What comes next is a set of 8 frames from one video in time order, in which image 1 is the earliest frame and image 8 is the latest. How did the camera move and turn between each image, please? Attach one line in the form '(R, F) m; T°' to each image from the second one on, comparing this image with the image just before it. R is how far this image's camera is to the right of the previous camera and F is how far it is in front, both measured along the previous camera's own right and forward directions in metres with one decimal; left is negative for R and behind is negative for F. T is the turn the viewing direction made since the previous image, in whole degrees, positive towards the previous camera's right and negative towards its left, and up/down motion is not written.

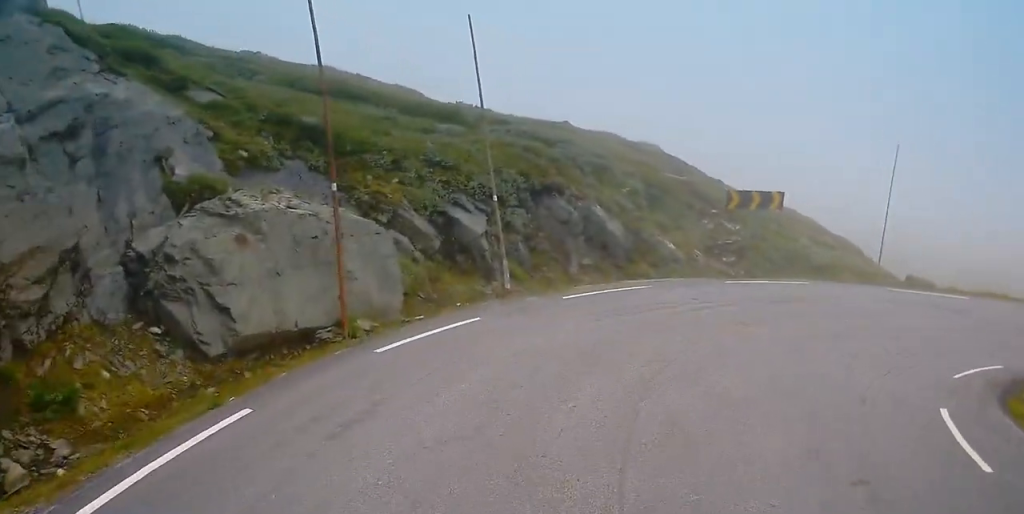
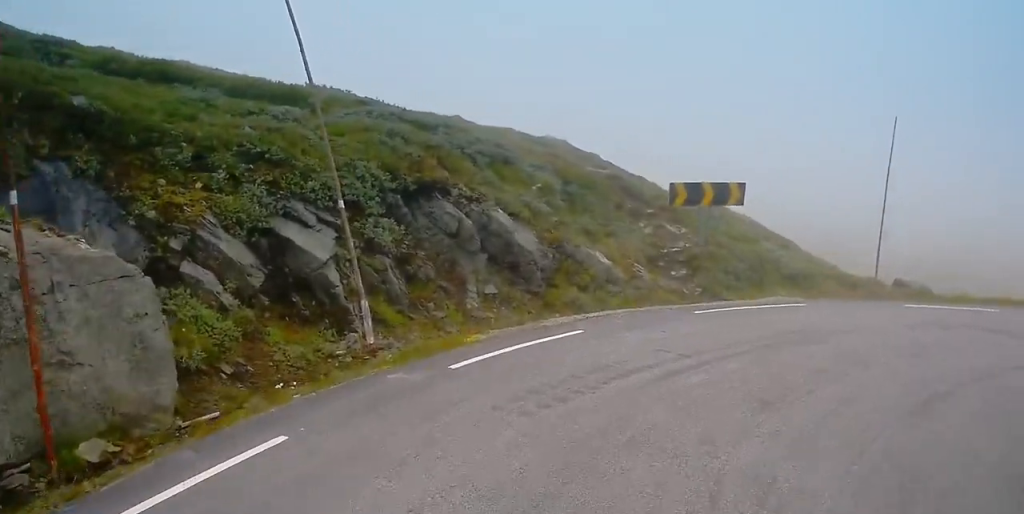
(+0.6, +5.9) m; +11°
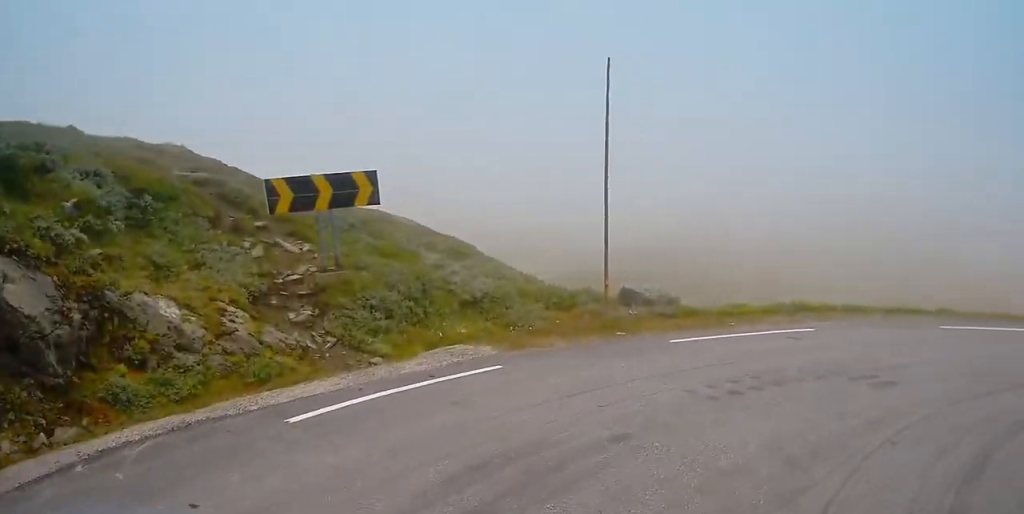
(+1.0, +6.0) m; +26°
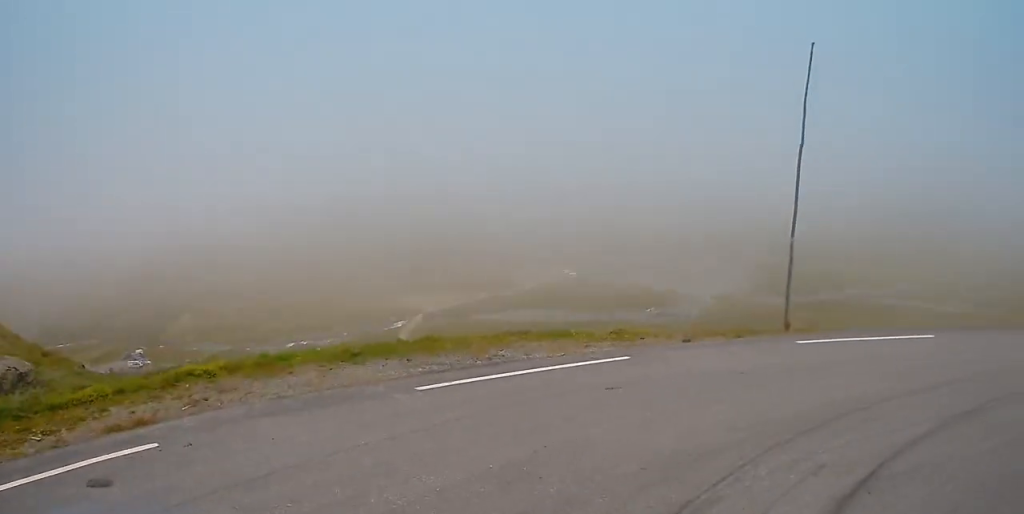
(+2.2, +5.4) m; +44°
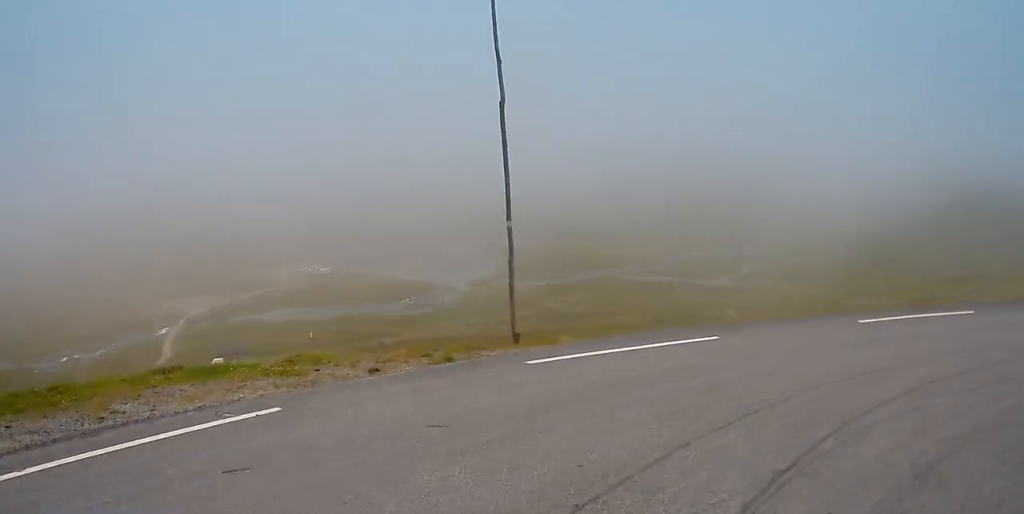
(+0.6, +3.2) m; +24°
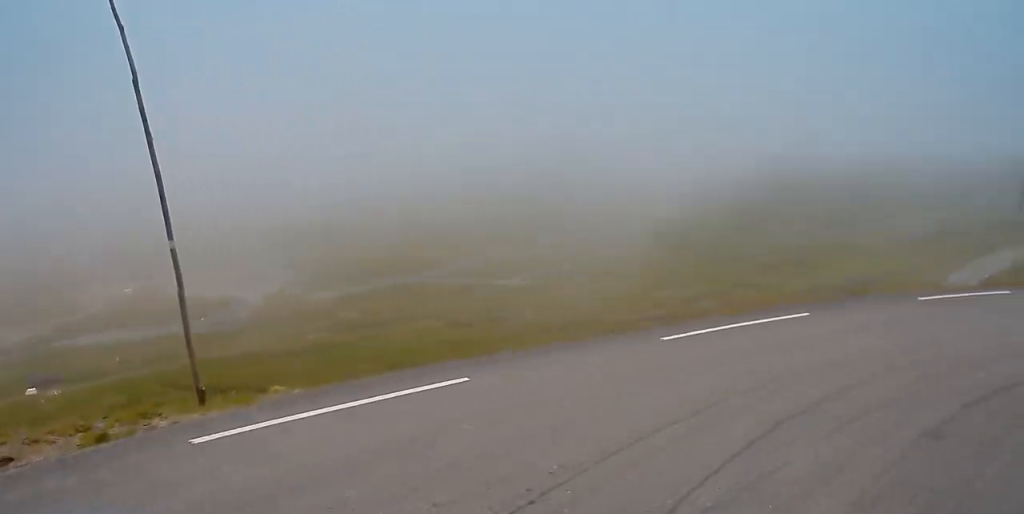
(+0.5, +3.0) m; +16°
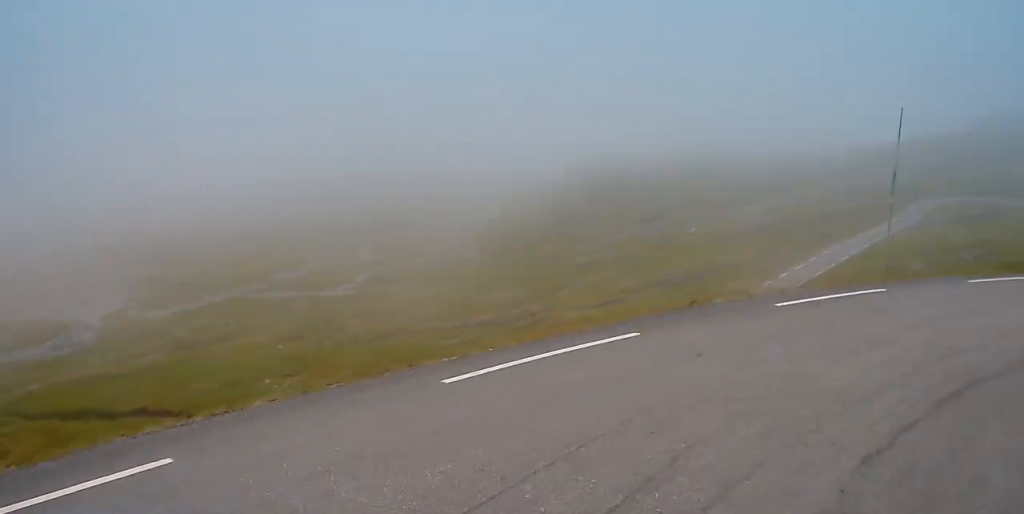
(+0.2, +2.4) m; +7°
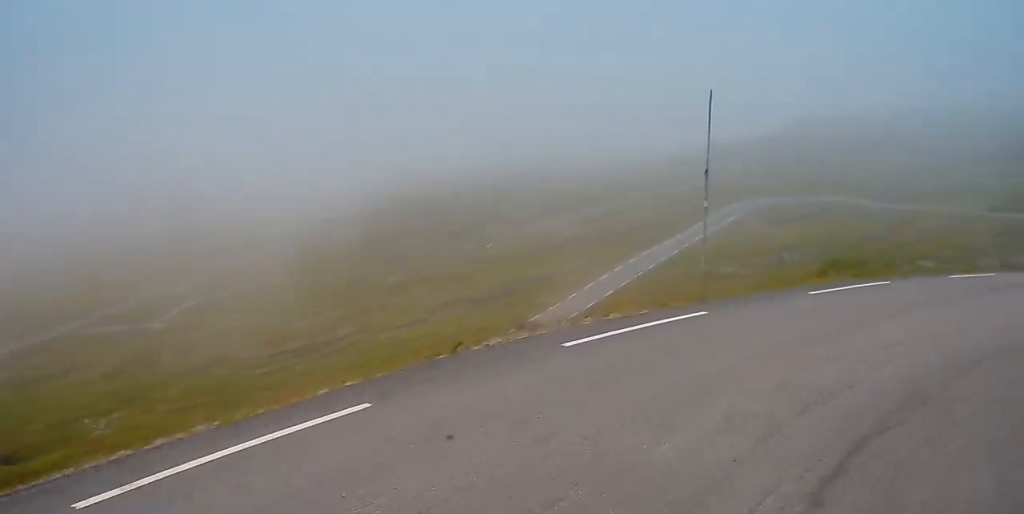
(+0.2, +2.8) m; +11°
